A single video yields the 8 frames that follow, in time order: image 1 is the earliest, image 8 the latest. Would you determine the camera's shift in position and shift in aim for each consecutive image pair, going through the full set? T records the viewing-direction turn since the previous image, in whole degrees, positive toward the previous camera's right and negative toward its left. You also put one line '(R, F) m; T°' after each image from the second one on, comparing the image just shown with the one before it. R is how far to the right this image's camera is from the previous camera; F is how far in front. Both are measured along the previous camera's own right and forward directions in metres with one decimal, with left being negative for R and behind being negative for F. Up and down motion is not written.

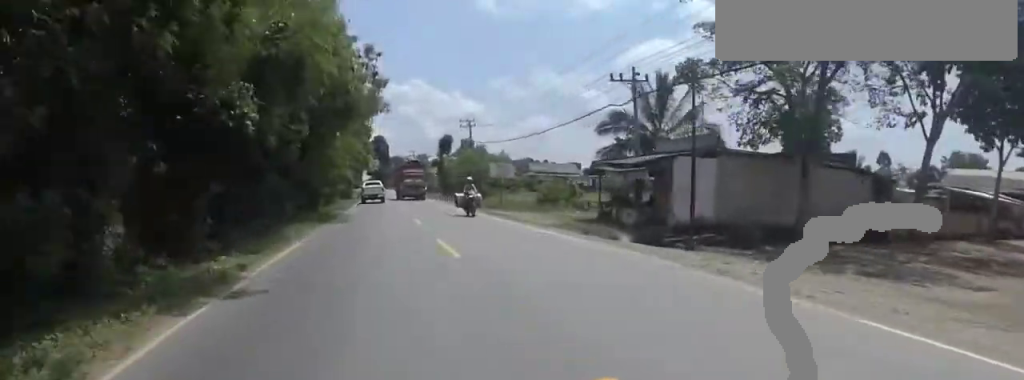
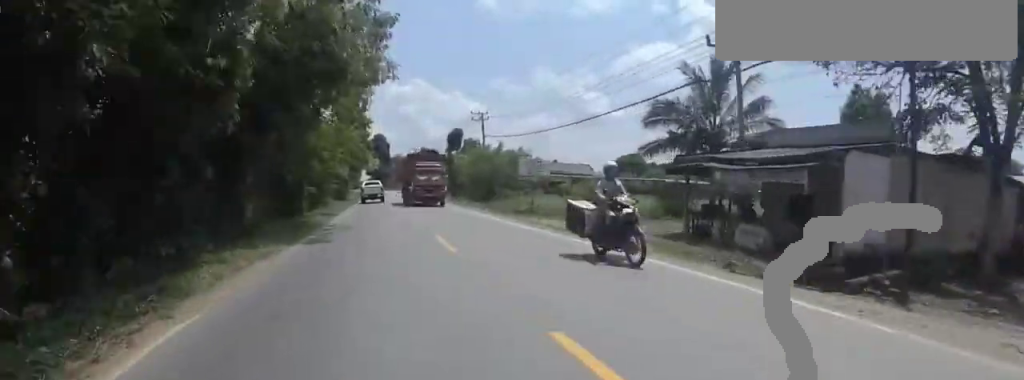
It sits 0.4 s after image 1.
(0.0, +7.6) m; 0°
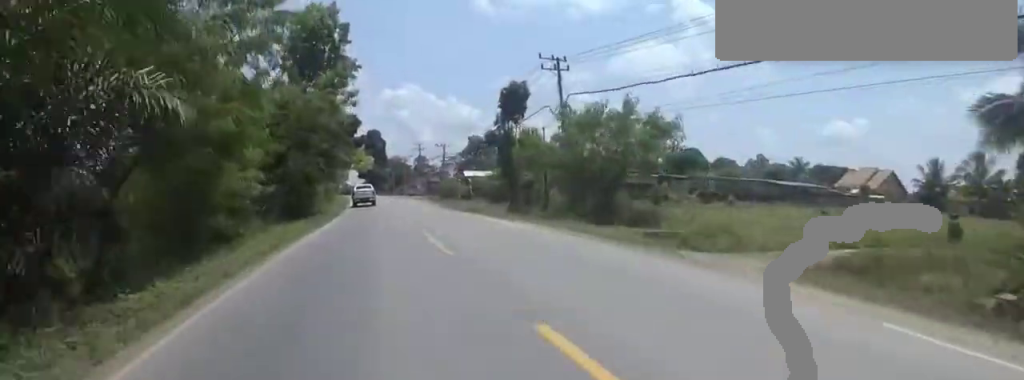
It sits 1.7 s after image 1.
(0.0, +24.8) m; 0°
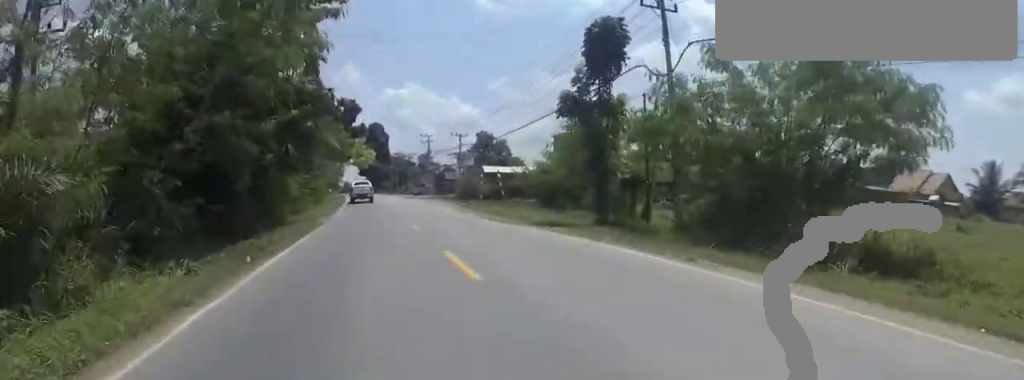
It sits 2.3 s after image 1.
(0.0, +11.5) m; 0°
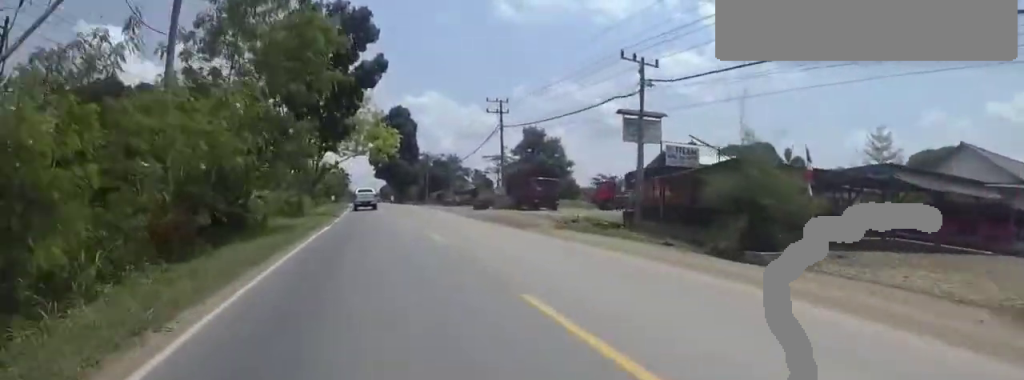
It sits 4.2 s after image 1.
(0.0, +36.5) m; 0°
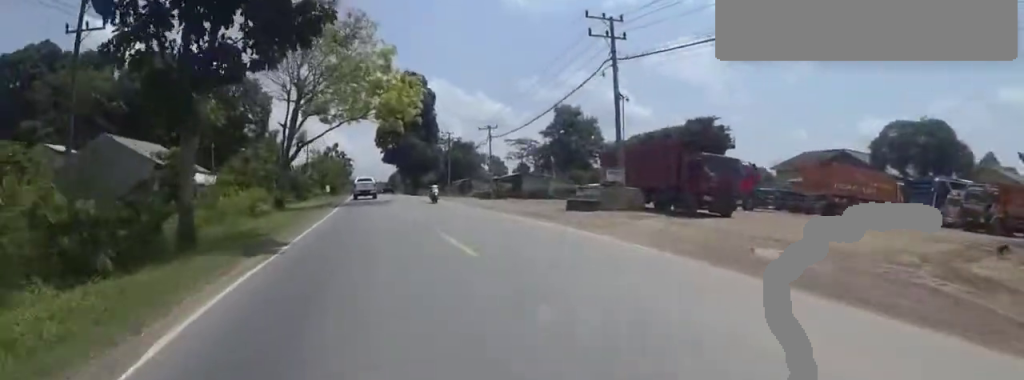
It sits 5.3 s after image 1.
(0.0, +20.3) m; -2°
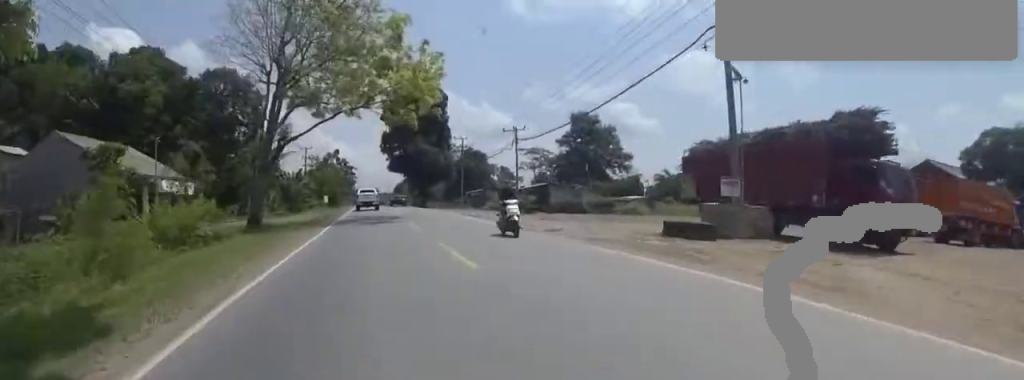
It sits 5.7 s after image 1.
(+0.1, +8.2) m; -1°
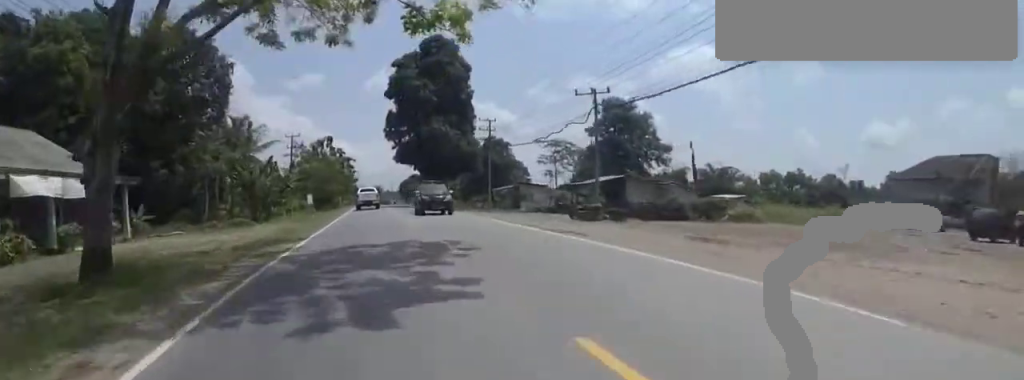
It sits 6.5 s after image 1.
(-0.7, +15.6) m; -2°
